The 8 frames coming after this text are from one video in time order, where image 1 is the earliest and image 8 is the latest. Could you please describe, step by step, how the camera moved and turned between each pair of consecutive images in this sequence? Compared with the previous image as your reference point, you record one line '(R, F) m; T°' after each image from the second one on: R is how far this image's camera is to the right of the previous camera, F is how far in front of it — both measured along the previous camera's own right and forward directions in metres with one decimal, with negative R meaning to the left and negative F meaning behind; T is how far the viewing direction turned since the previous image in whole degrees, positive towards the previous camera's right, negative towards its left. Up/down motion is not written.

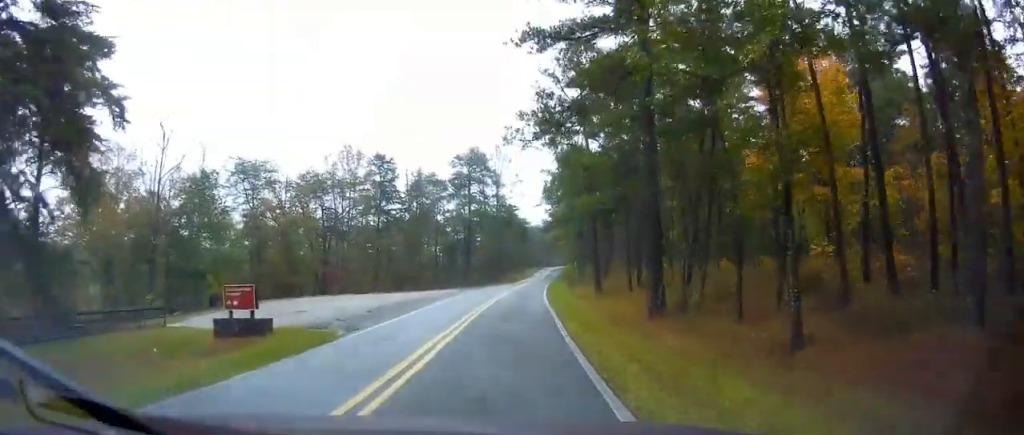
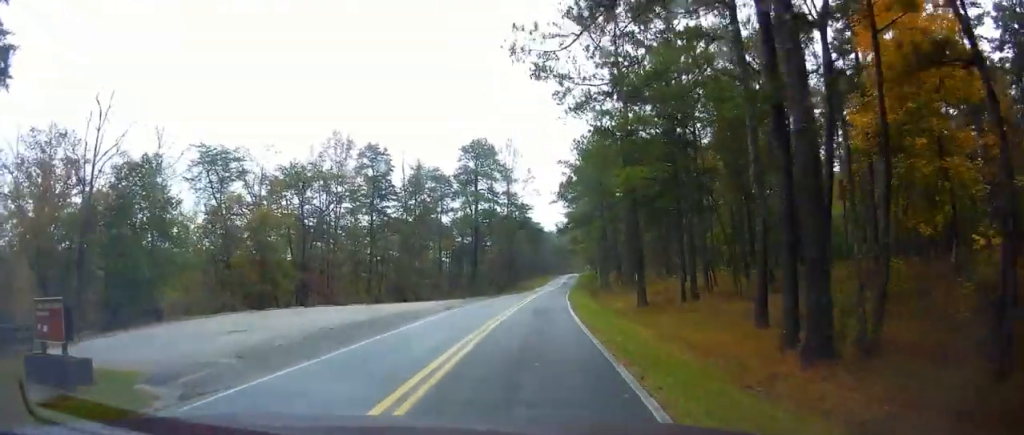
(-0.2, +13.1) m; -2°
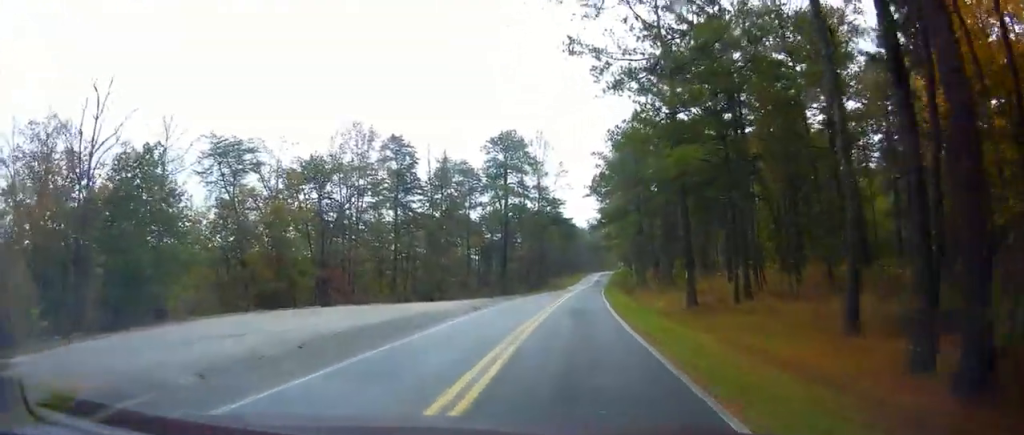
(0.0, +4.5) m; -2°
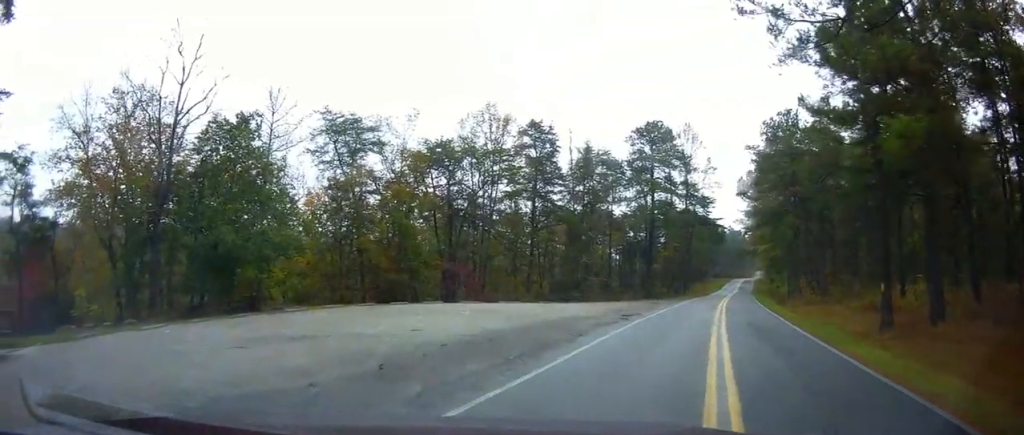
(-0.3, +7.7) m; -6°
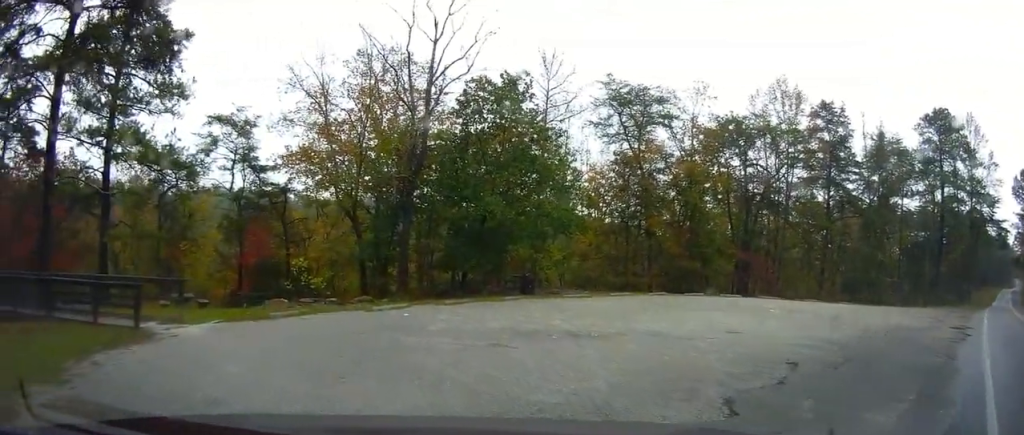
(-1.0, +7.2) m; -20°
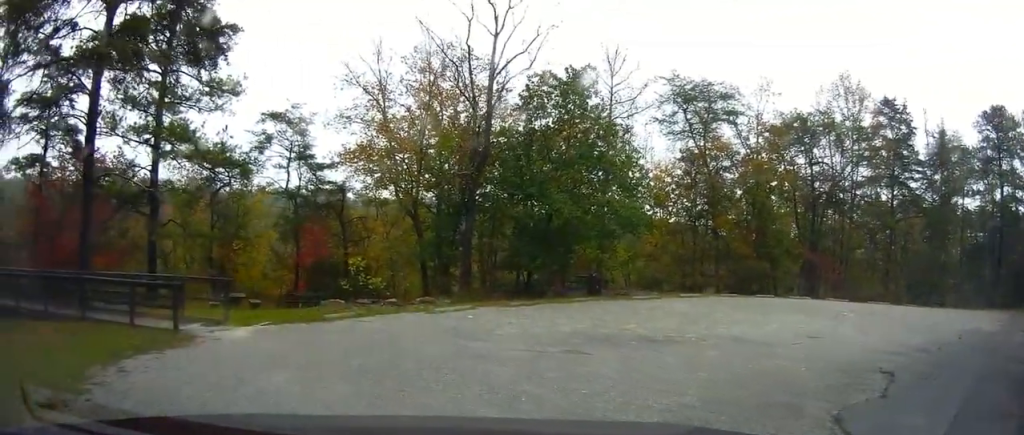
(-0.1, +1.2) m; -8°
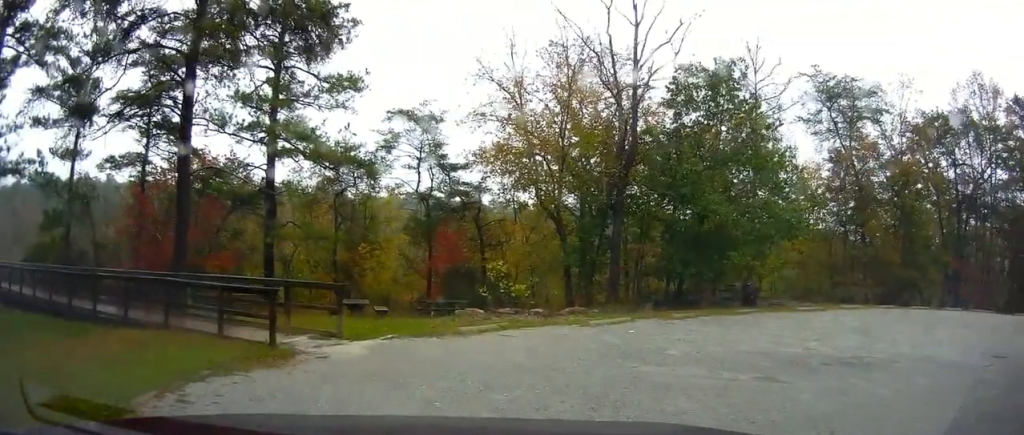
(-0.4, +2.3) m; -17°
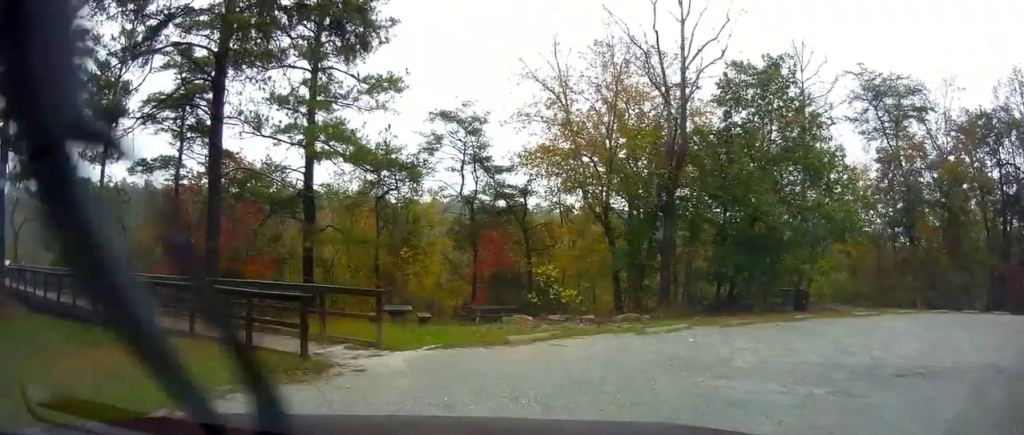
(-0.1, +1.0) m; -6°
